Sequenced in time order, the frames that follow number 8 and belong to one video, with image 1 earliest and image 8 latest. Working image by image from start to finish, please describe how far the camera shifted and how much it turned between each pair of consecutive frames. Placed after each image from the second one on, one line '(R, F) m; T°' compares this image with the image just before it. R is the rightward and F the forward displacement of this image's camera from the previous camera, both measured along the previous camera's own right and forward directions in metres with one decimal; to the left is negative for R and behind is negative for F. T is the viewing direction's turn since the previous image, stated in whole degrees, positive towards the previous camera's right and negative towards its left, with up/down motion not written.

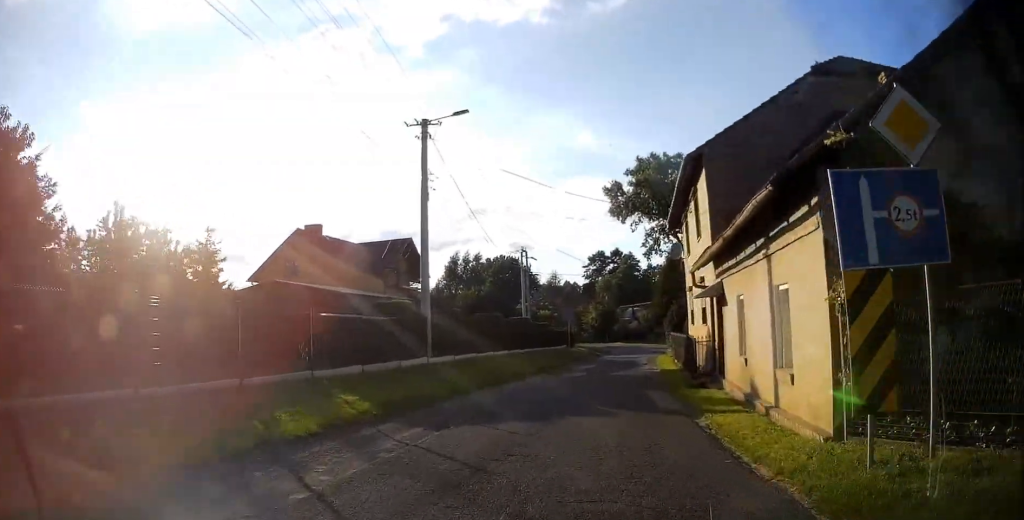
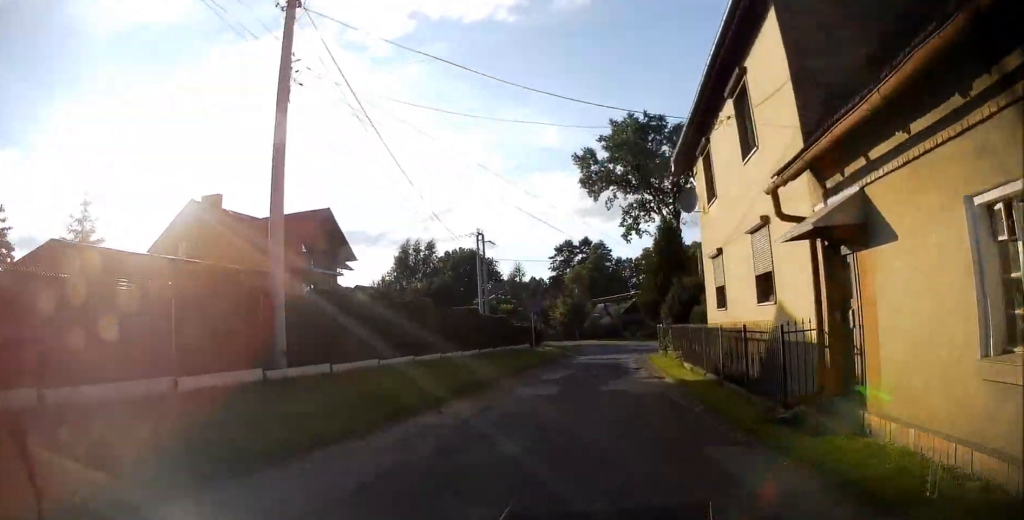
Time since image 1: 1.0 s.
(+0.3, +10.1) m; +4°
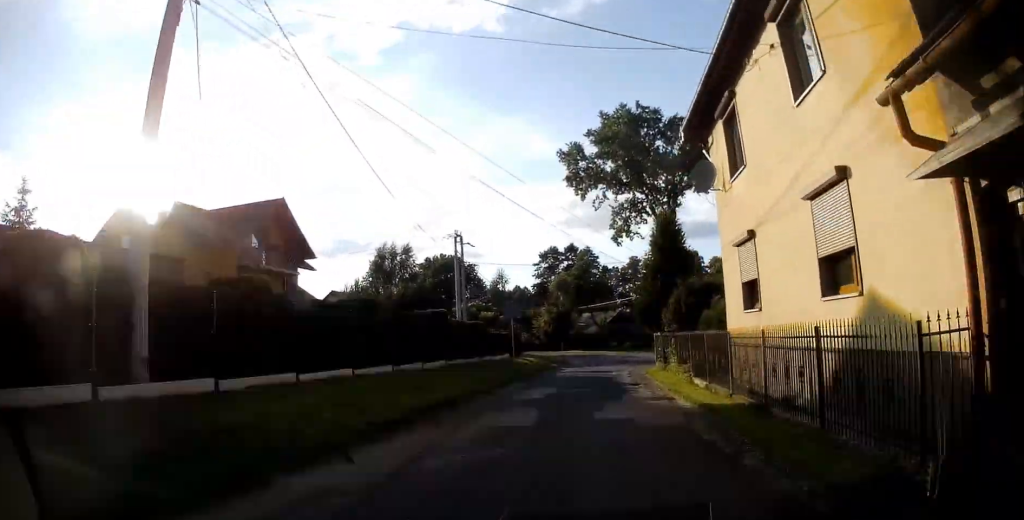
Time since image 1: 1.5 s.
(+0.1, +4.7) m; +1°
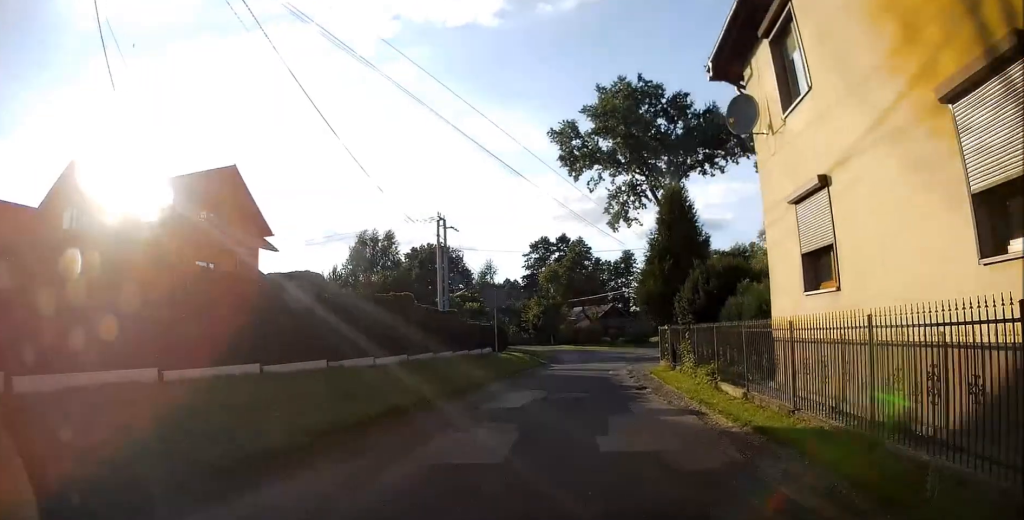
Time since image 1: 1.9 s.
(+0.1, +5.0) m; +1°
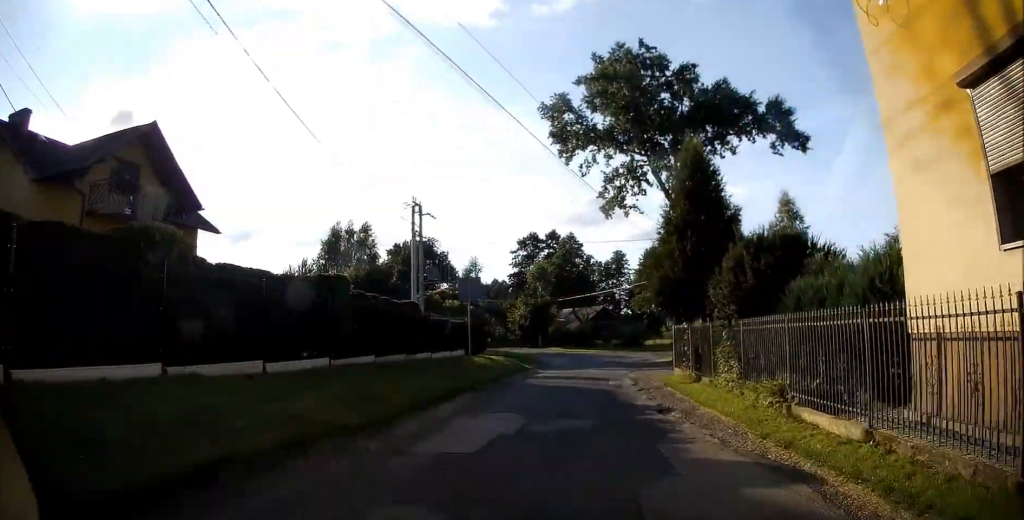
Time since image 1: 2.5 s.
(0.0, +6.4) m; +1°
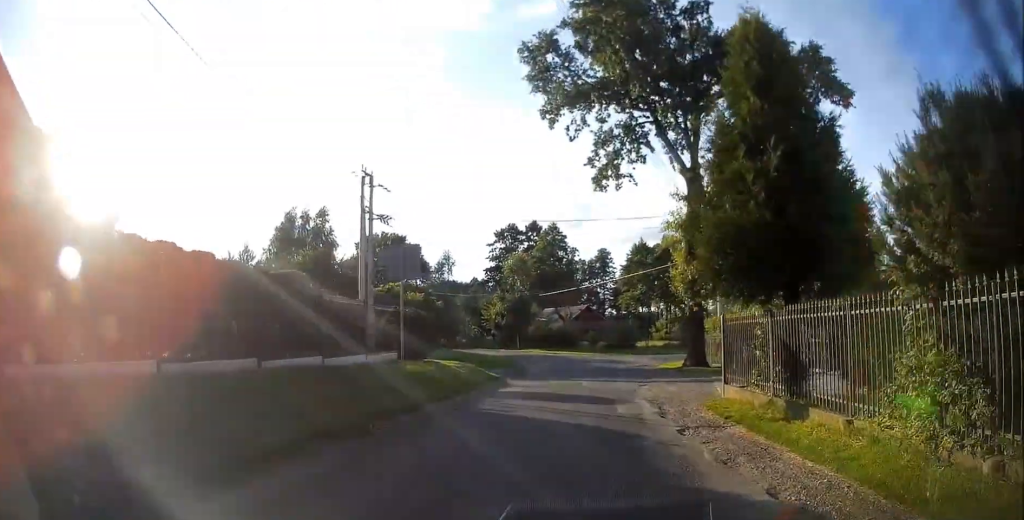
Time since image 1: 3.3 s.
(+0.1, +9.1) m; +1°
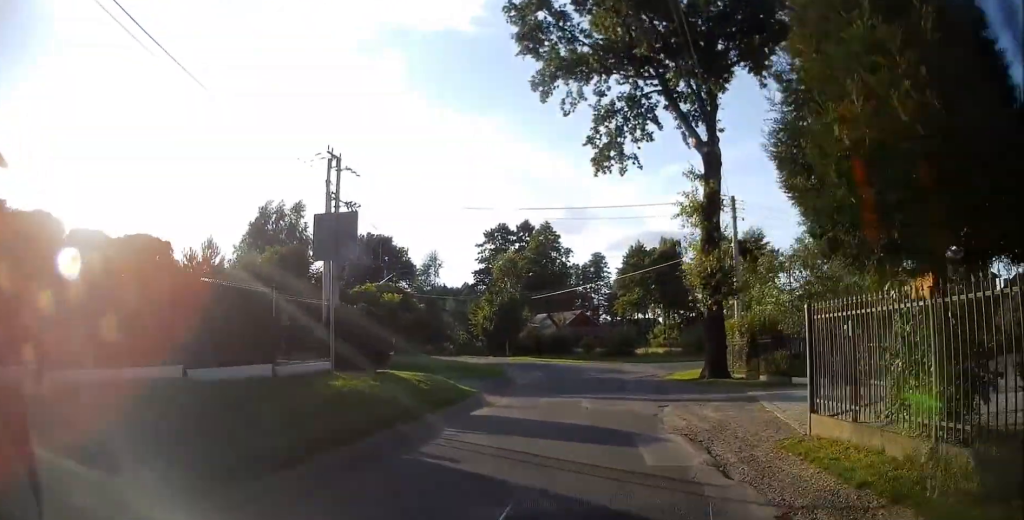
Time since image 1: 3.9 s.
(0.0, +4.9) m; +1°
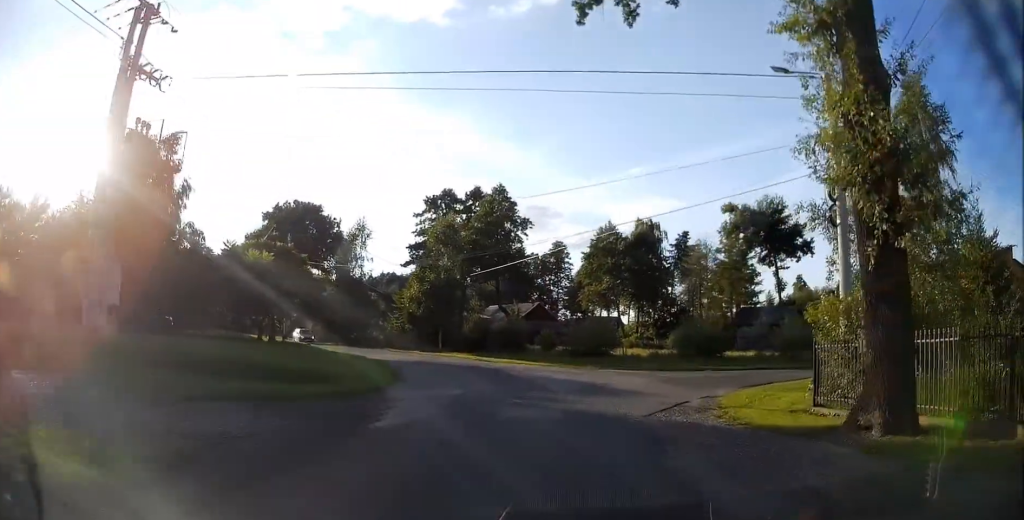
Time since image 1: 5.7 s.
(+0.6, +14.8) m; +3°
